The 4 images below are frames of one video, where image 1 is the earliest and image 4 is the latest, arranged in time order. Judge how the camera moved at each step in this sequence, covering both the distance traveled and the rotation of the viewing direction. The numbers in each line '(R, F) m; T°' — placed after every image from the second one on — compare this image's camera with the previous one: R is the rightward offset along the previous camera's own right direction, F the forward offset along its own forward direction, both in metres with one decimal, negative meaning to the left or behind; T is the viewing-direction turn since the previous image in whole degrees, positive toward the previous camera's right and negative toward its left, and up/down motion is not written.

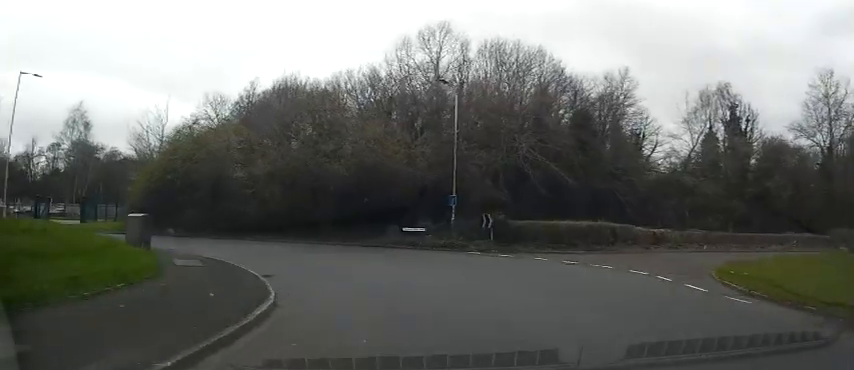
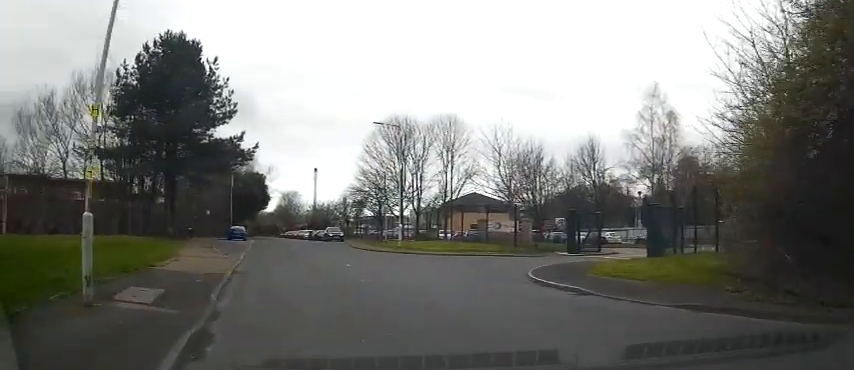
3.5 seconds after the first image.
(-10.8, +21.7) m; -66°
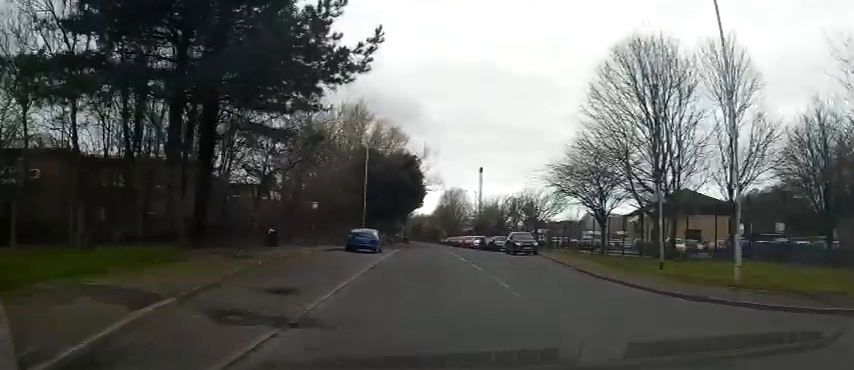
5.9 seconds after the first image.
(-7.1, +21.0) m; -22°
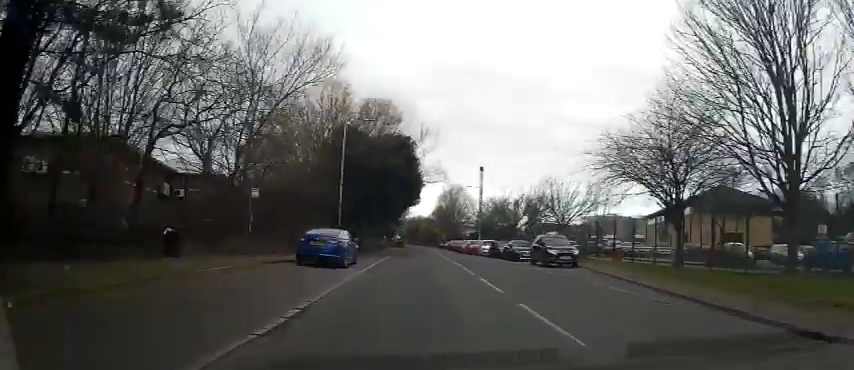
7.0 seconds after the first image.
(+0.3, +11.2) m; +3°
